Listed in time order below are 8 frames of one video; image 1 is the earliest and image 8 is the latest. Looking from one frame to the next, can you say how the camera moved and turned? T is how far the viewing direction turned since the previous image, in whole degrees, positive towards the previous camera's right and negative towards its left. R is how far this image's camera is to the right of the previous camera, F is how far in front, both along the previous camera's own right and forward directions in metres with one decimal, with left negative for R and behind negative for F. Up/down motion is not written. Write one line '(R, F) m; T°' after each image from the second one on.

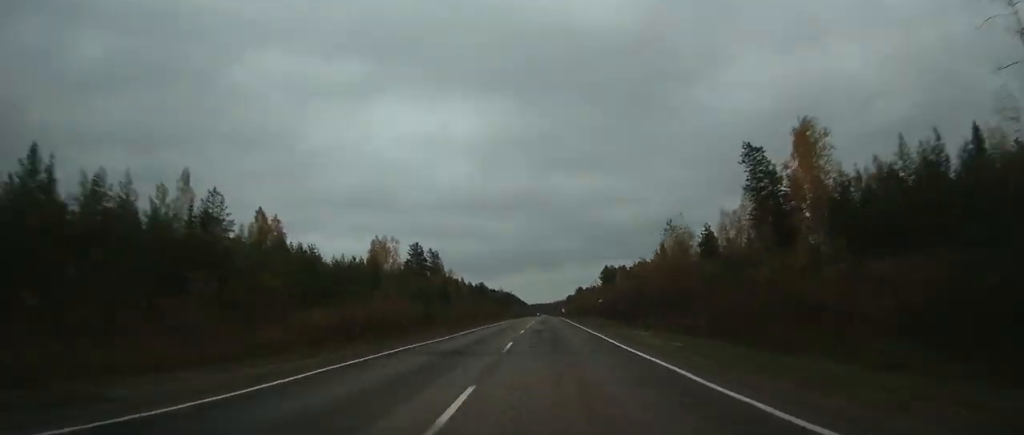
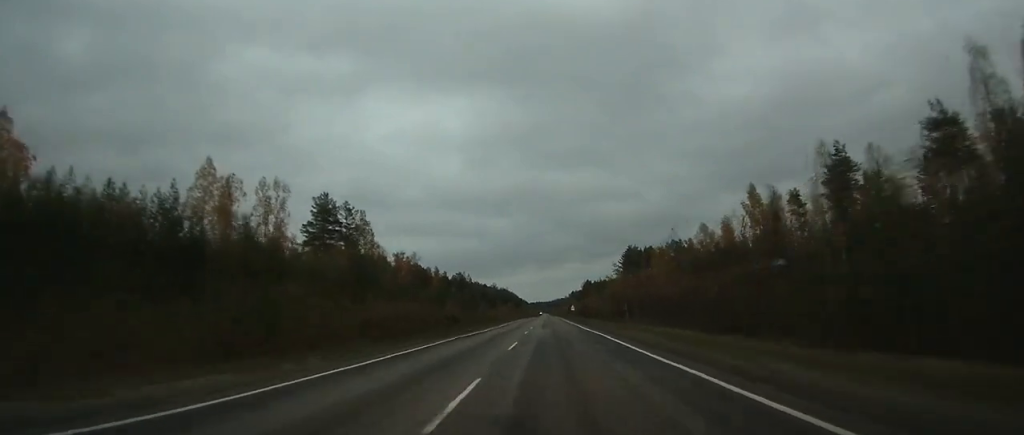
(-0.1, +61.7) m; 0°
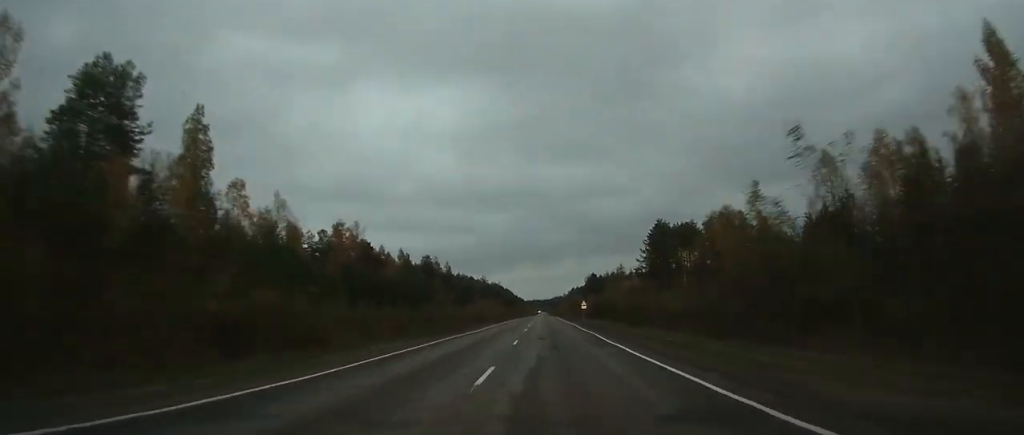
(-0.1, +46.5) m; 0°
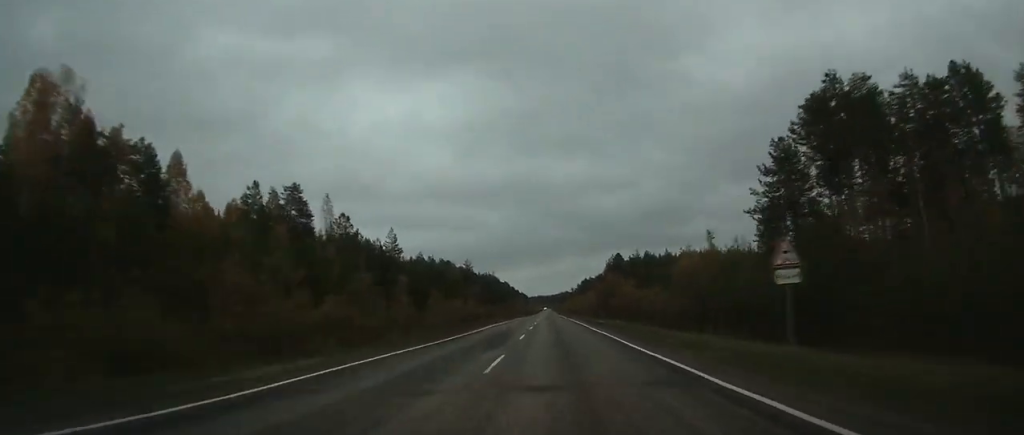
(-0.9, +70.1) m; -1°
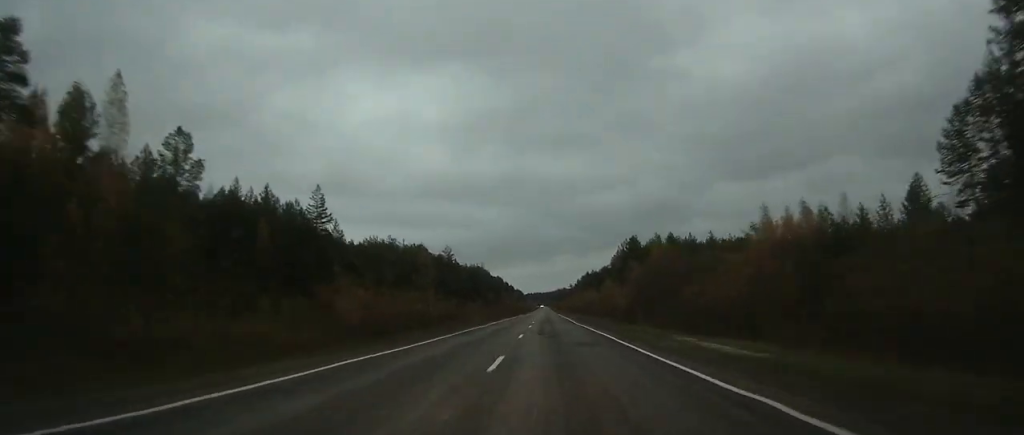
(-0.4, +35.5) m; 0°
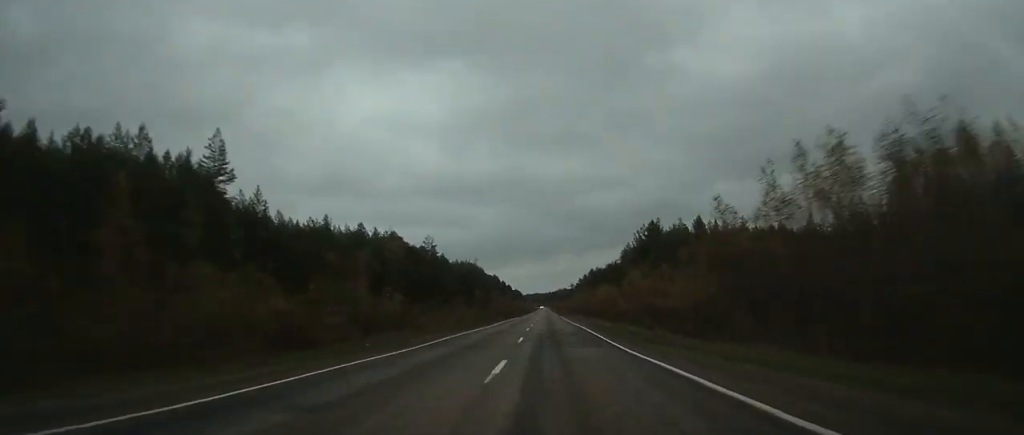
(+0.4, +25.0) m; +1°
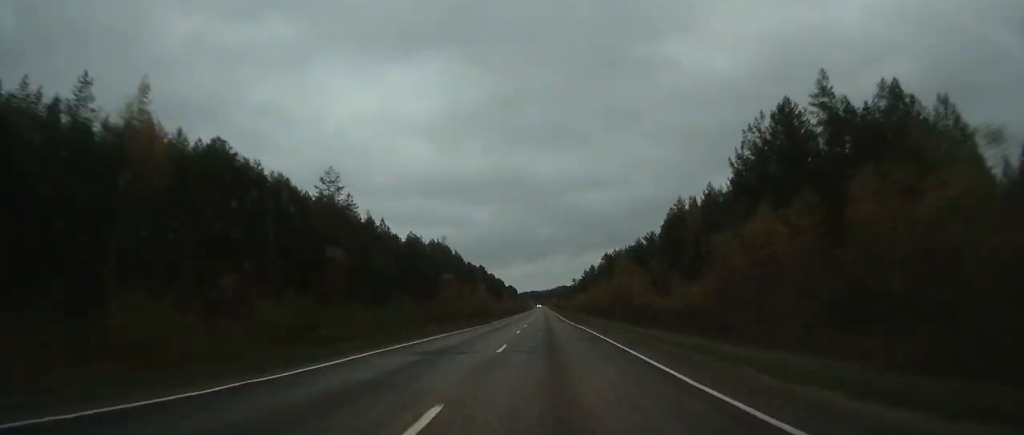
(+1.2, +69.1) m; +1°
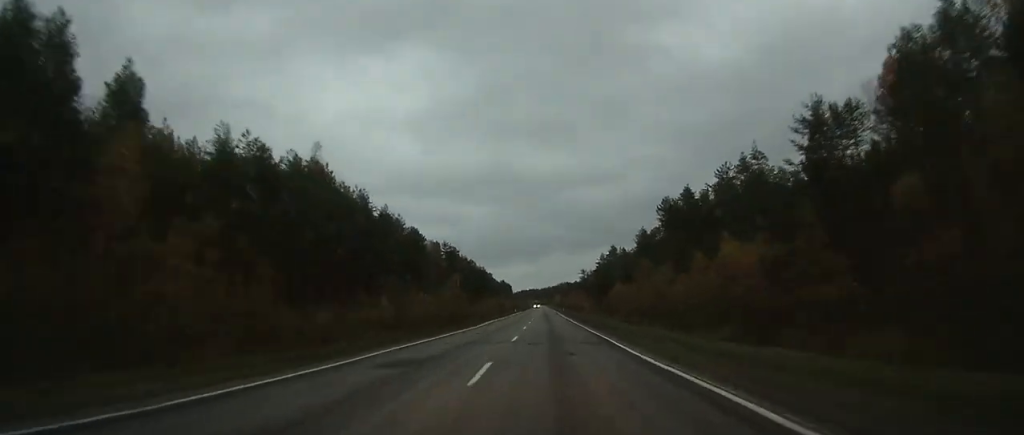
(-0.2, +94.1) m; 0°
